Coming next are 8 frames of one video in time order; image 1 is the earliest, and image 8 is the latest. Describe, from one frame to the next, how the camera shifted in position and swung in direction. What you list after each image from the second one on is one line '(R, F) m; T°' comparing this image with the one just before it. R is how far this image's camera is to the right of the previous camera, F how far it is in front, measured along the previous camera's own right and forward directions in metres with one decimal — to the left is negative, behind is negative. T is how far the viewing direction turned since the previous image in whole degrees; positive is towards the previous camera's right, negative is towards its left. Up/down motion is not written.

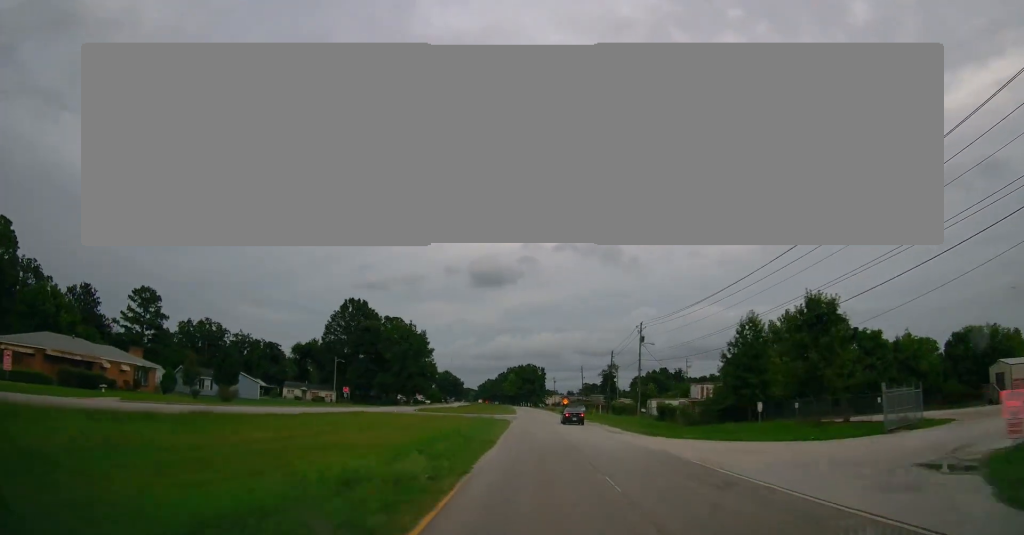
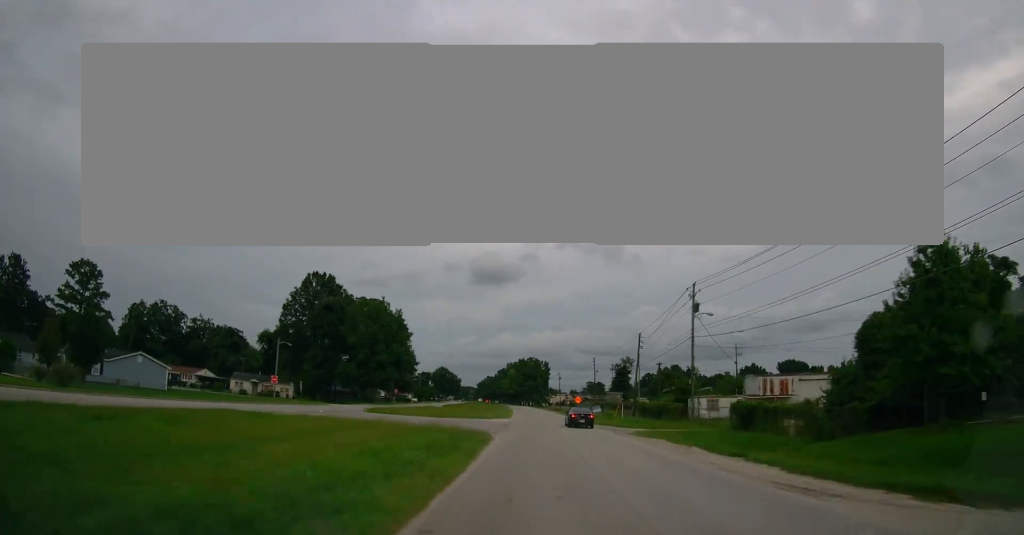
(0.0, +25.0) m; 0°
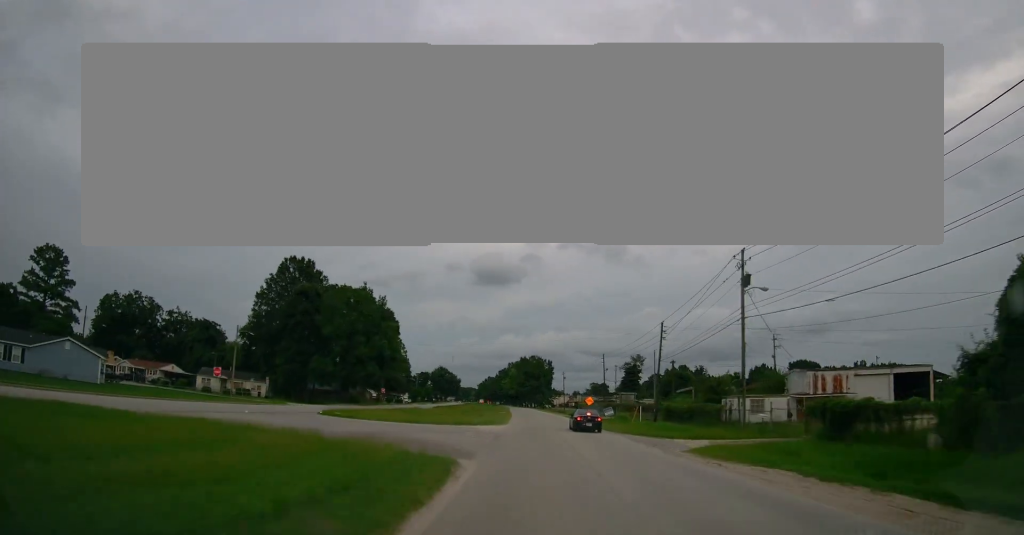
(0.0, +12.5) m; 0°
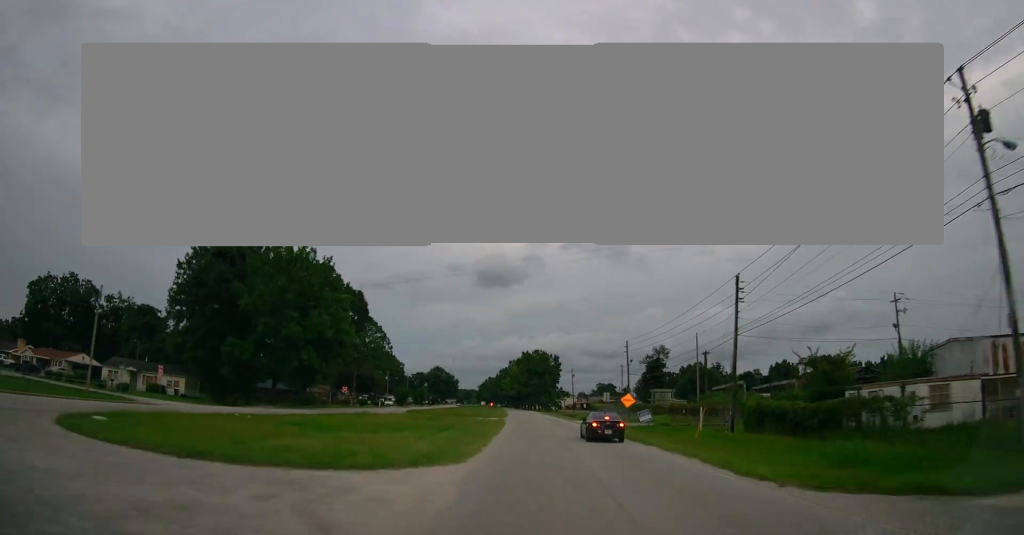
(0.0, +24.8) m; 0°
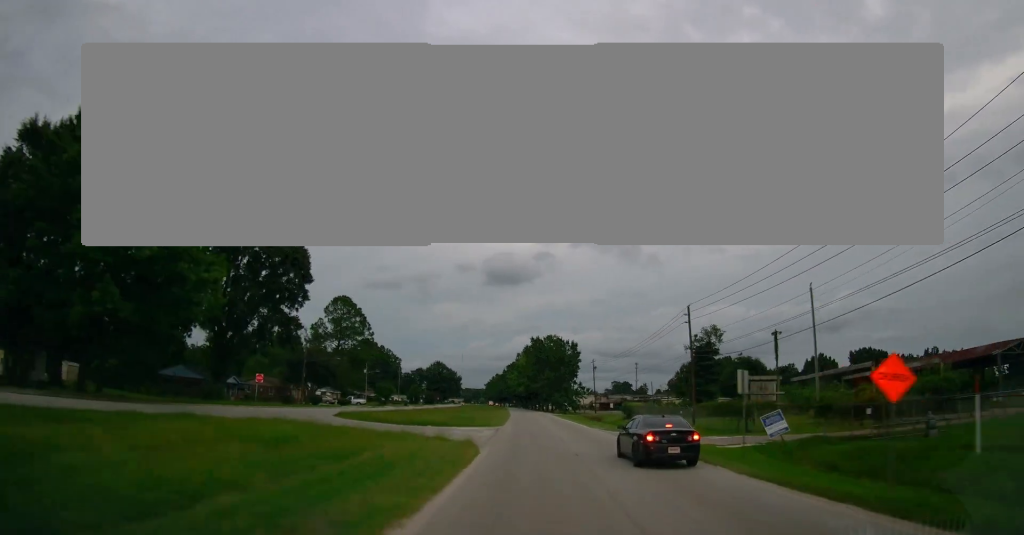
(-0.2, +30.8) m; -1°
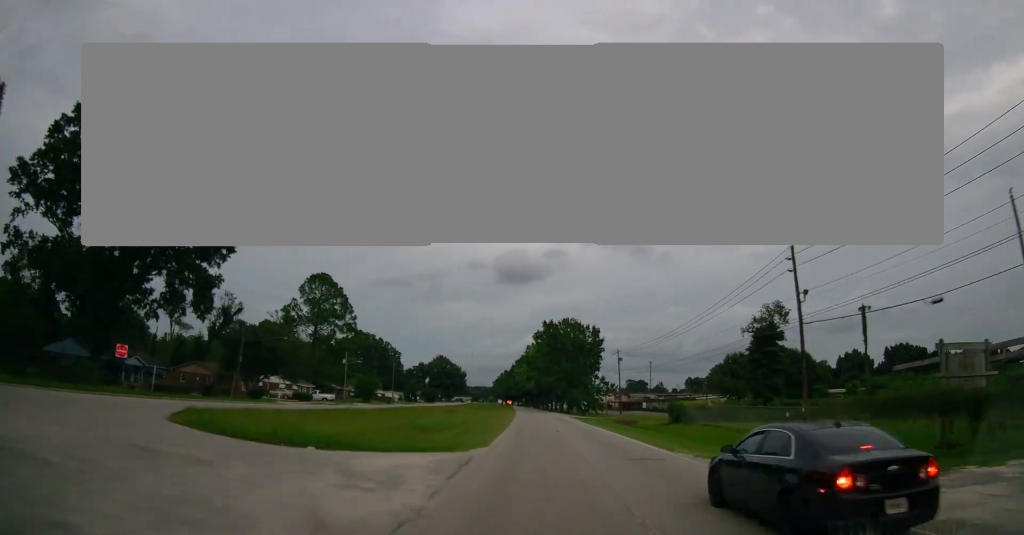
(-0.1, +22.5) m; -1°
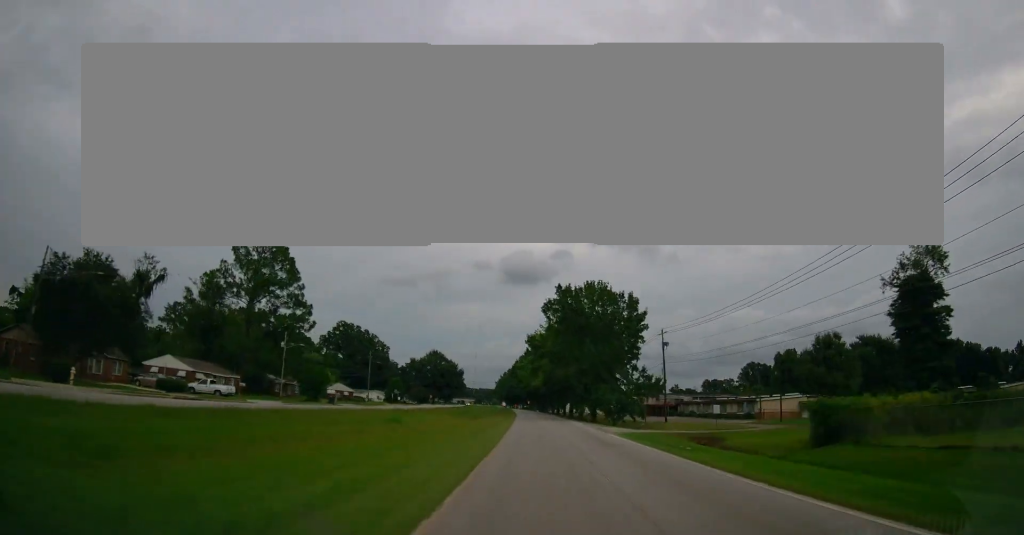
(-0.2, +31.4) m; -1°
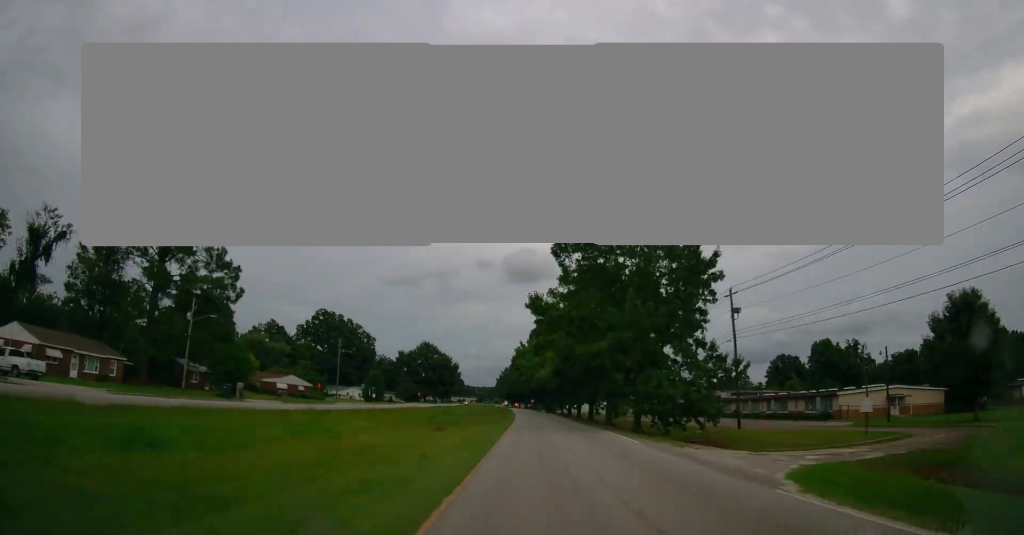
(-0.3, +25.1) m; -1°
